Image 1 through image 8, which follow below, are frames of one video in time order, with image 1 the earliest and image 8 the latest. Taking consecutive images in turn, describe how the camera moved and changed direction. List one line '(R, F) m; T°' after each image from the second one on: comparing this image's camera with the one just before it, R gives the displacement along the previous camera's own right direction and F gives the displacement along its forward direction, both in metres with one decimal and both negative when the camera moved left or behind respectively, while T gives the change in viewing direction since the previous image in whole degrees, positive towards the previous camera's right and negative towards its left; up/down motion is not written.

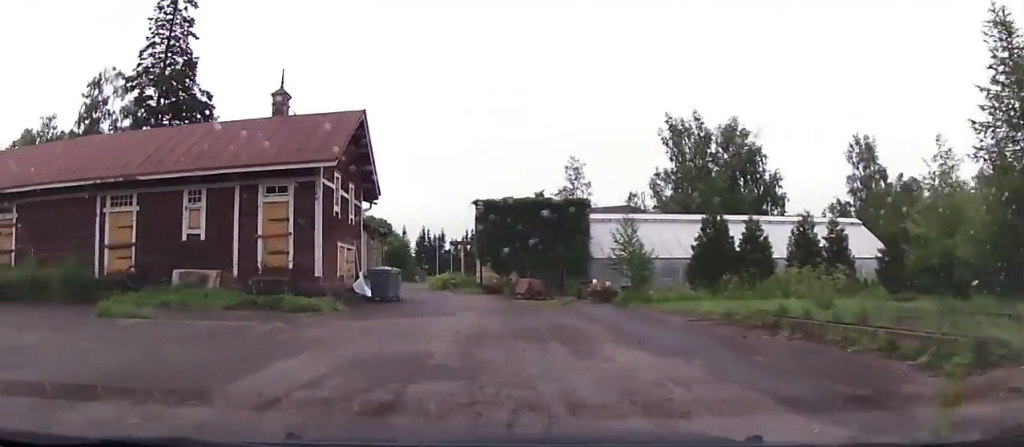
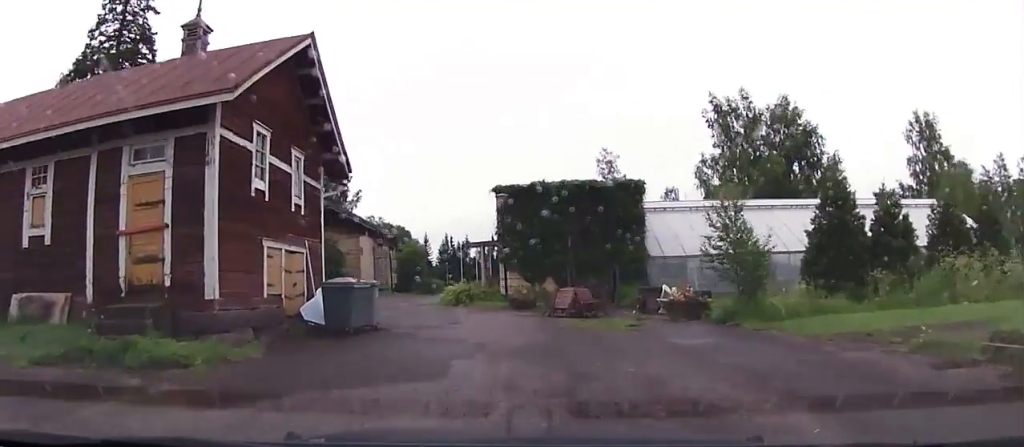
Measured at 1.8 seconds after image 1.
(-1.7, +7.3) m; -15°
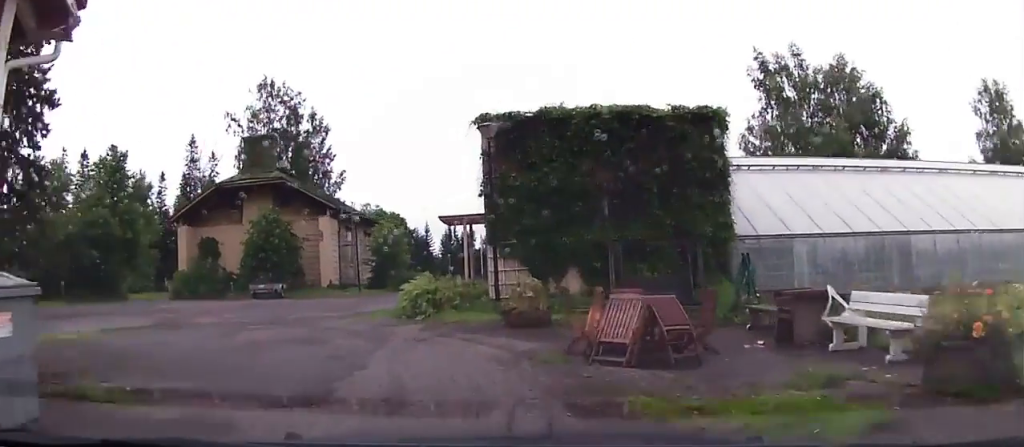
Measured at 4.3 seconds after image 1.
(-0.5, +10.9) m; -5°
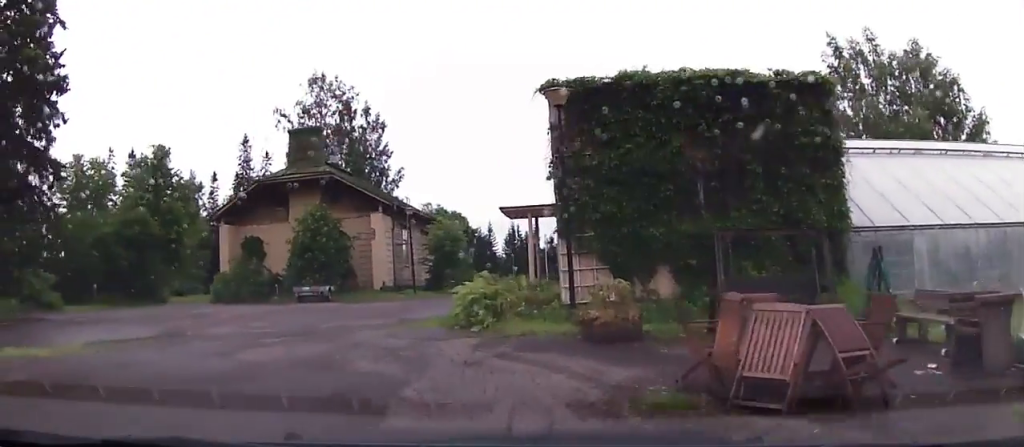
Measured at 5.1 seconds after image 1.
(+0.1, +3.1) m; -2°
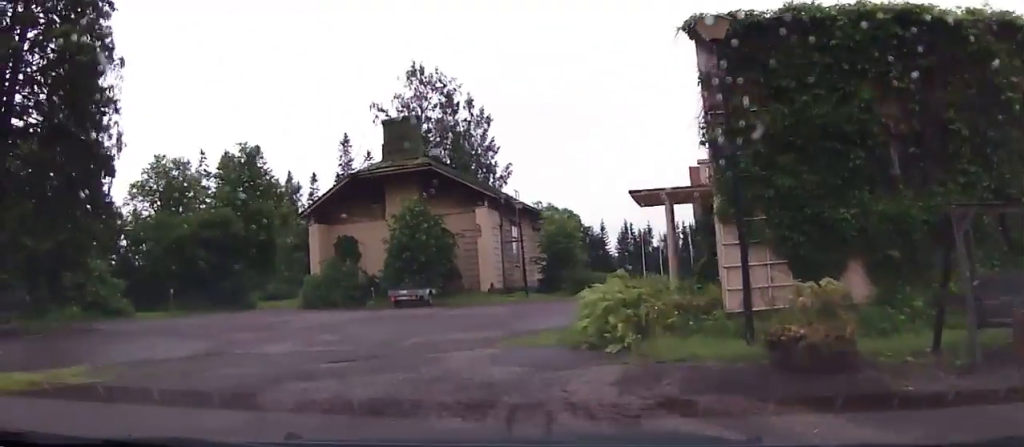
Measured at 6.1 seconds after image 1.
(-0.3, +3.6) m; -6°
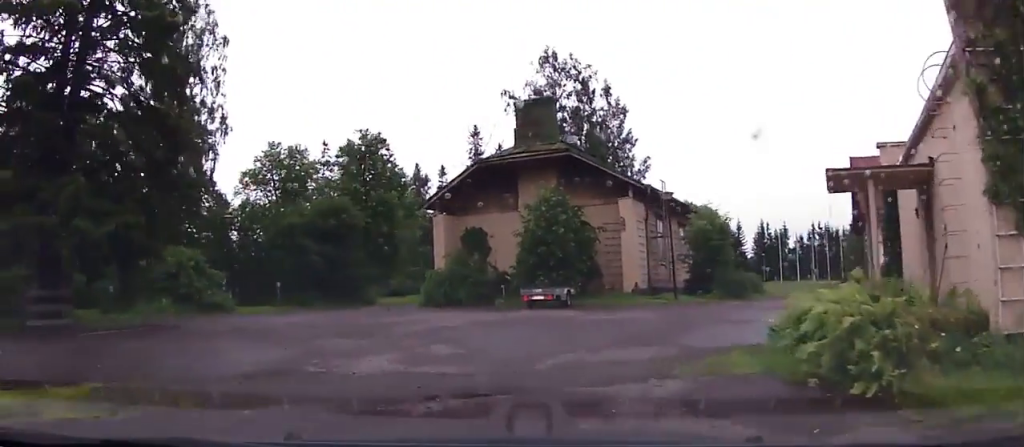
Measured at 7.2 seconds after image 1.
(-0.1, +3.7) m; -6°
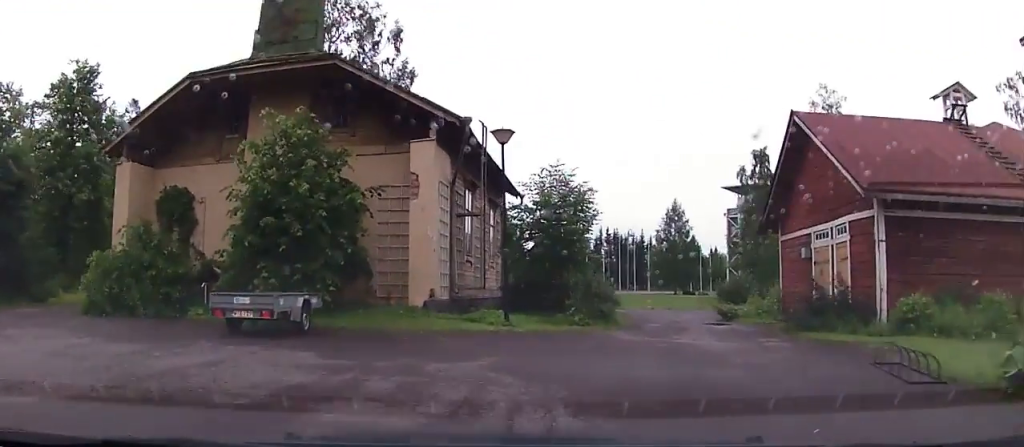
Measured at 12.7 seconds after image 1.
(-0.7, +14.2) m; +6°
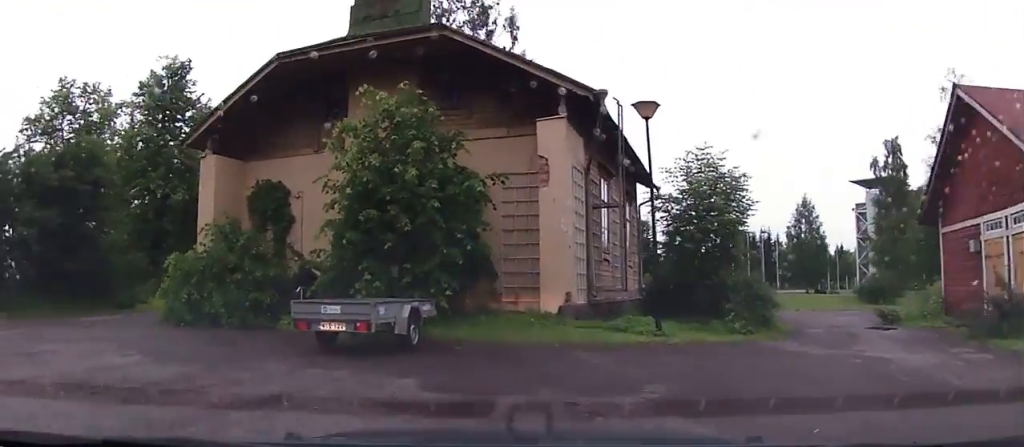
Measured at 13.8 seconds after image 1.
(0.0, +2.8) m; -13°
